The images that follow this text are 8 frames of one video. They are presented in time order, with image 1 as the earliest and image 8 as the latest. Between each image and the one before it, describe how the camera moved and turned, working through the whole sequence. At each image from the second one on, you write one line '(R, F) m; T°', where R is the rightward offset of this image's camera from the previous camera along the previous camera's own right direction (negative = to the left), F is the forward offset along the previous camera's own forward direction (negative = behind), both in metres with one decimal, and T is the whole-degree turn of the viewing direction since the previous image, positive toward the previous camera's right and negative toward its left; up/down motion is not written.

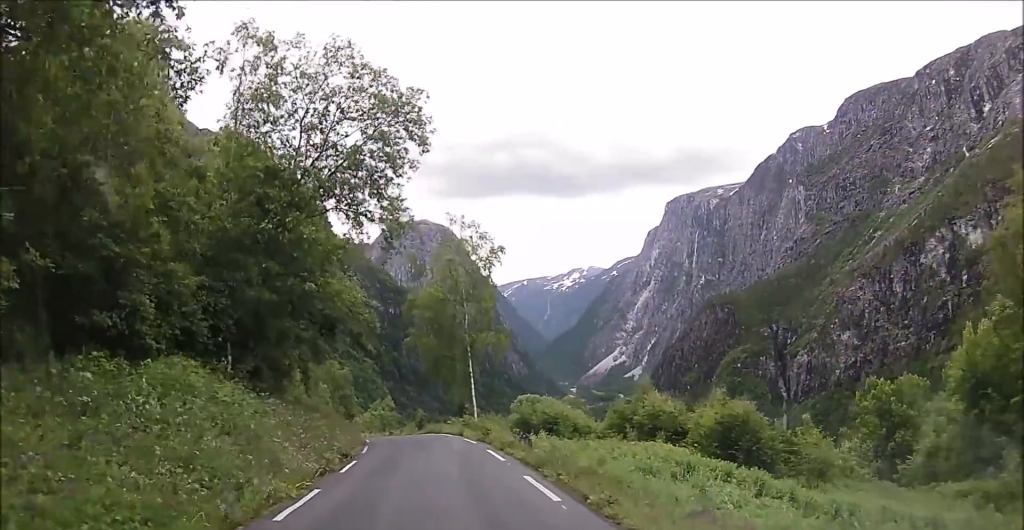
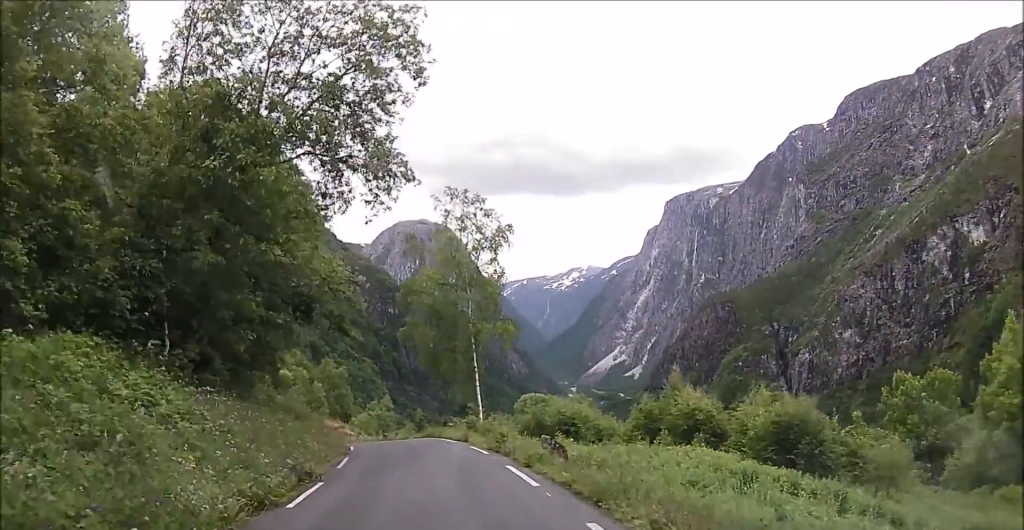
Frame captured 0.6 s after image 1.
(0.0, +4.8) m; 0°
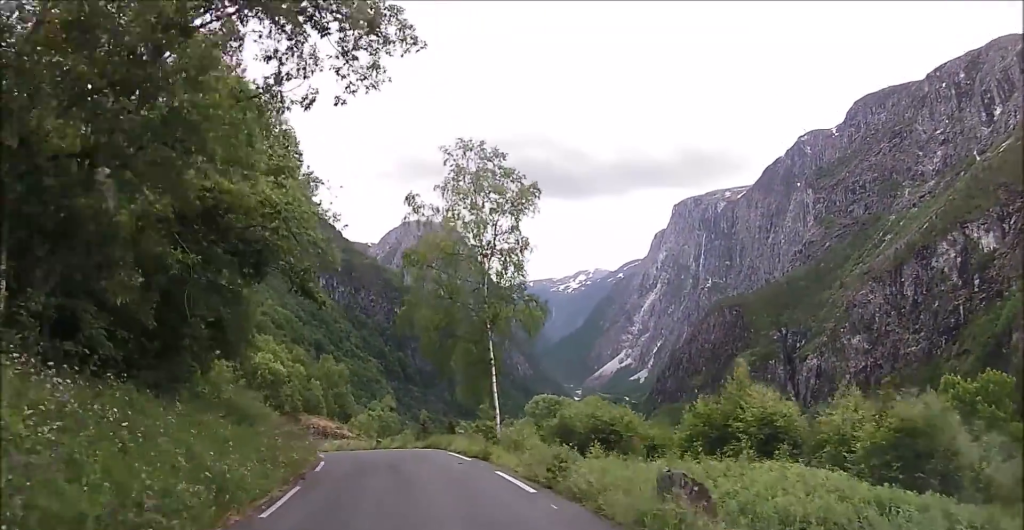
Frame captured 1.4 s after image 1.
(0.0, +6.9) m; -1°
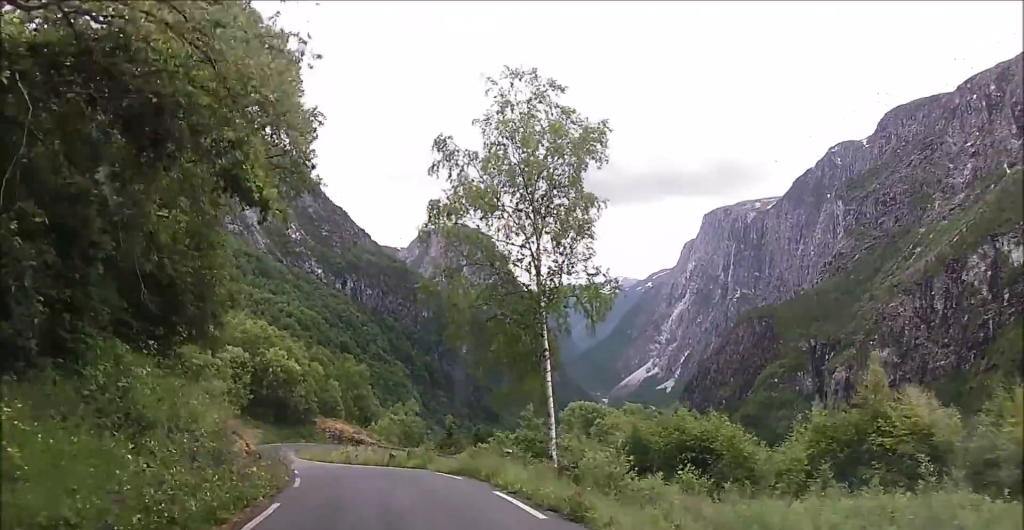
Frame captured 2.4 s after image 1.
(-0.1, +7.4) m; -2°
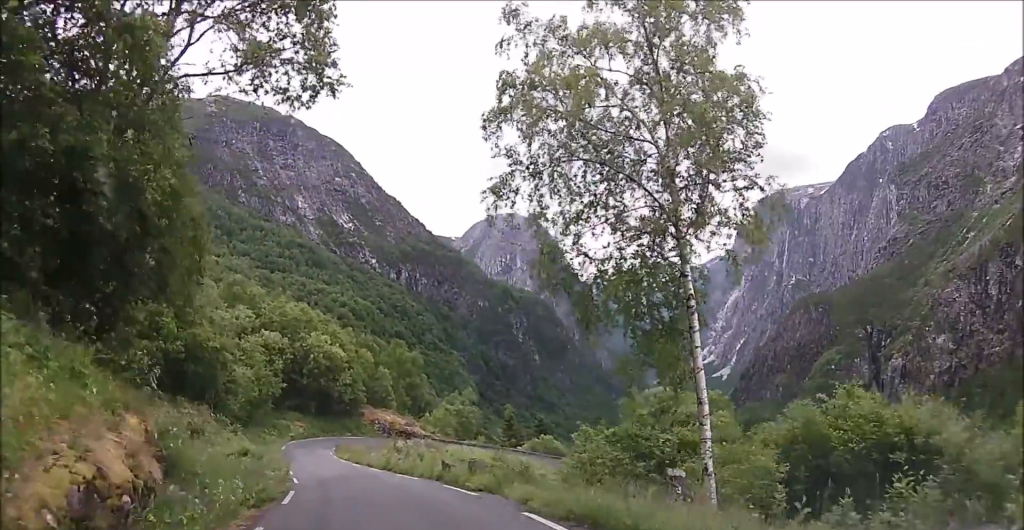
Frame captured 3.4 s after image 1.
(-0.2, +7.6) m; -3°
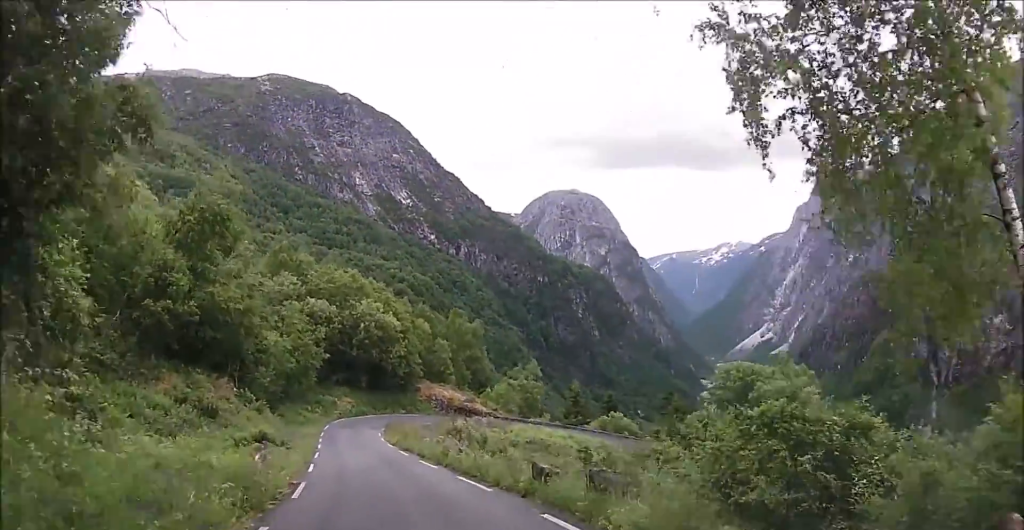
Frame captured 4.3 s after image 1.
(-0.1, +6.4) m; -5°
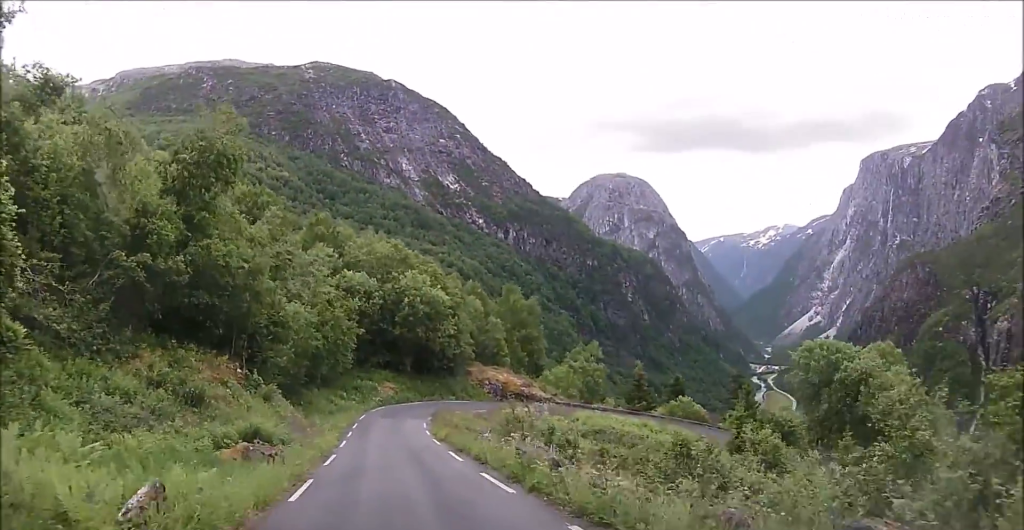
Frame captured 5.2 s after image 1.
(-0.5, +7.0) m; -6°
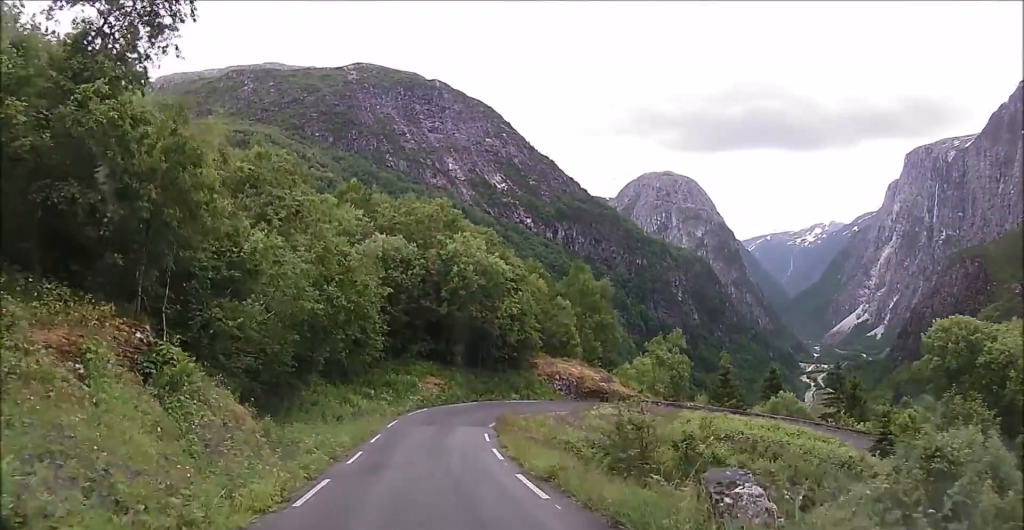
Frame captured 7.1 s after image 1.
(-1.3, +13.1) m; -7°
